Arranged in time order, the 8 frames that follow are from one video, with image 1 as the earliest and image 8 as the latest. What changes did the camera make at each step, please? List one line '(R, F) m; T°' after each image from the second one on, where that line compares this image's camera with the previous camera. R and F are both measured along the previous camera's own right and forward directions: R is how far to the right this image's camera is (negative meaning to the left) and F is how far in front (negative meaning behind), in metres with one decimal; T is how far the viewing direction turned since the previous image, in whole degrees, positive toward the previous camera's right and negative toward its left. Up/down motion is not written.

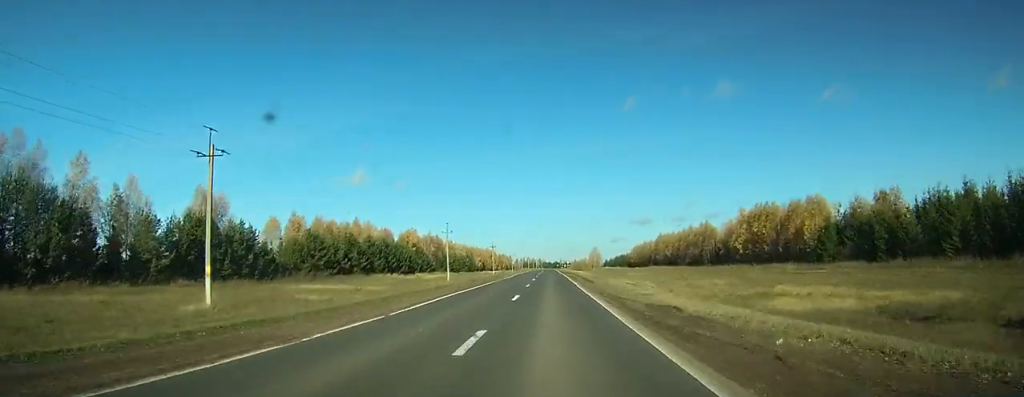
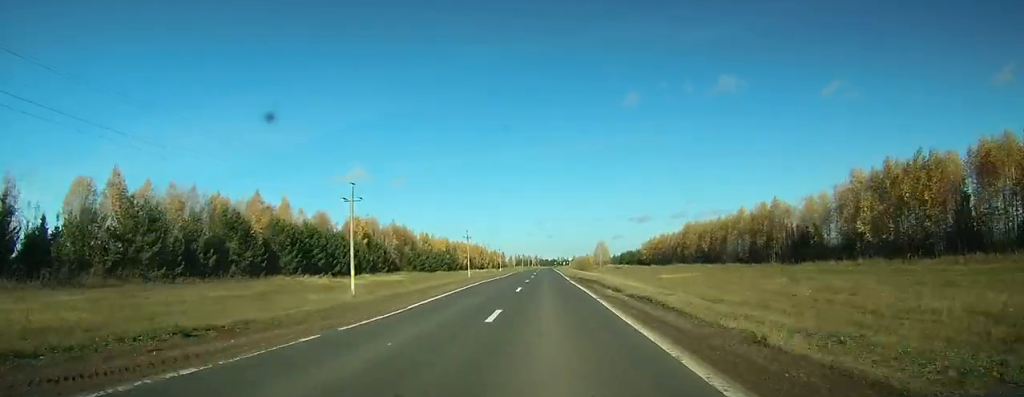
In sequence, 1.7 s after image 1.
(-0.1, +42.9) m; 0°
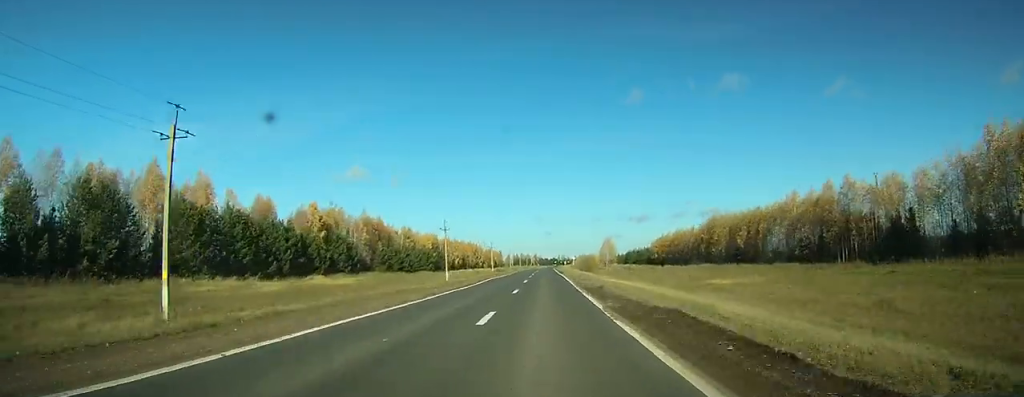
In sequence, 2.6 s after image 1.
(+0.1, +24.1) m; 0°
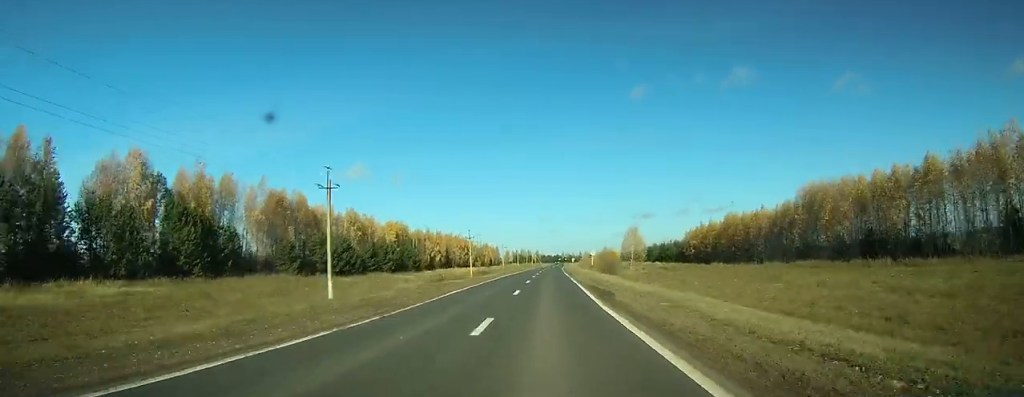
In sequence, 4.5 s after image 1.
(+0.1, +48.2) m; 0°
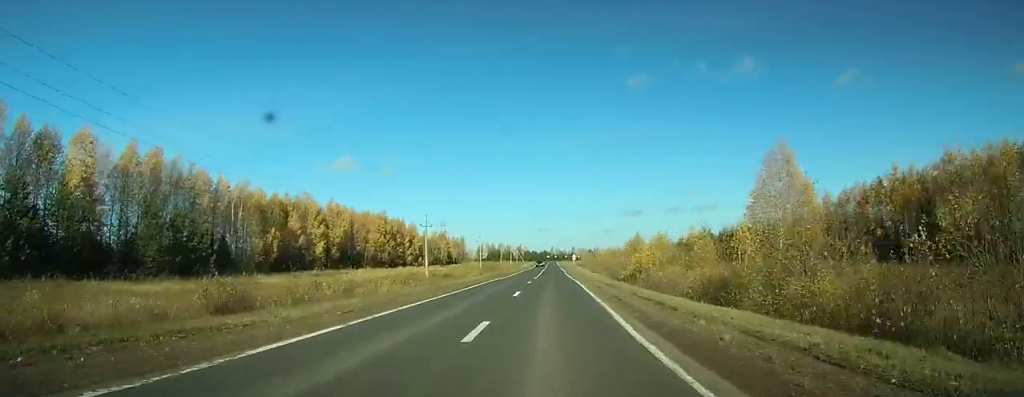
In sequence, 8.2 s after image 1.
(+0.3, +97.3) m; +1°
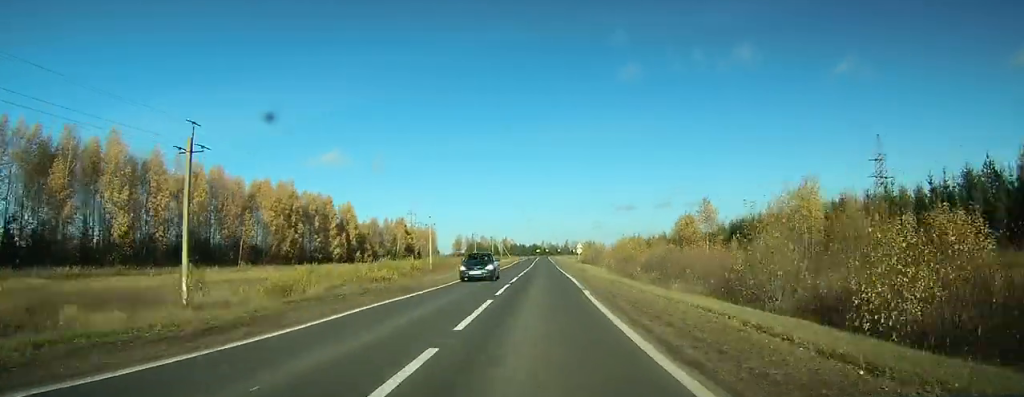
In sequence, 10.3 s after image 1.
(+0.3, +55.3) m; +1°
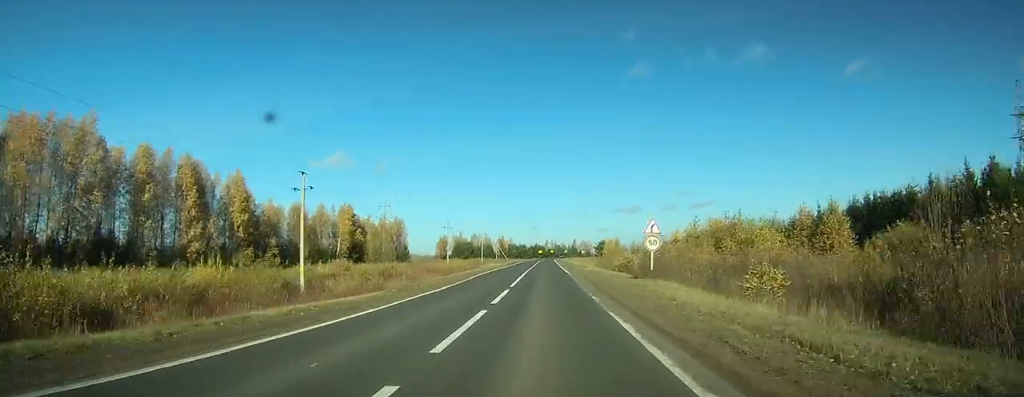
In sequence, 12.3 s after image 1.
(+0.2, +56.4) m; 0°
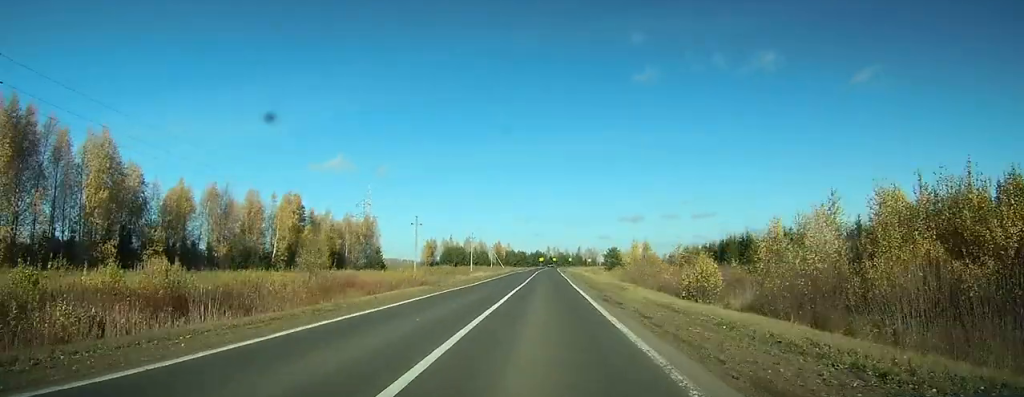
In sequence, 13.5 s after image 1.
(0.0, +33.1) m; 0°
